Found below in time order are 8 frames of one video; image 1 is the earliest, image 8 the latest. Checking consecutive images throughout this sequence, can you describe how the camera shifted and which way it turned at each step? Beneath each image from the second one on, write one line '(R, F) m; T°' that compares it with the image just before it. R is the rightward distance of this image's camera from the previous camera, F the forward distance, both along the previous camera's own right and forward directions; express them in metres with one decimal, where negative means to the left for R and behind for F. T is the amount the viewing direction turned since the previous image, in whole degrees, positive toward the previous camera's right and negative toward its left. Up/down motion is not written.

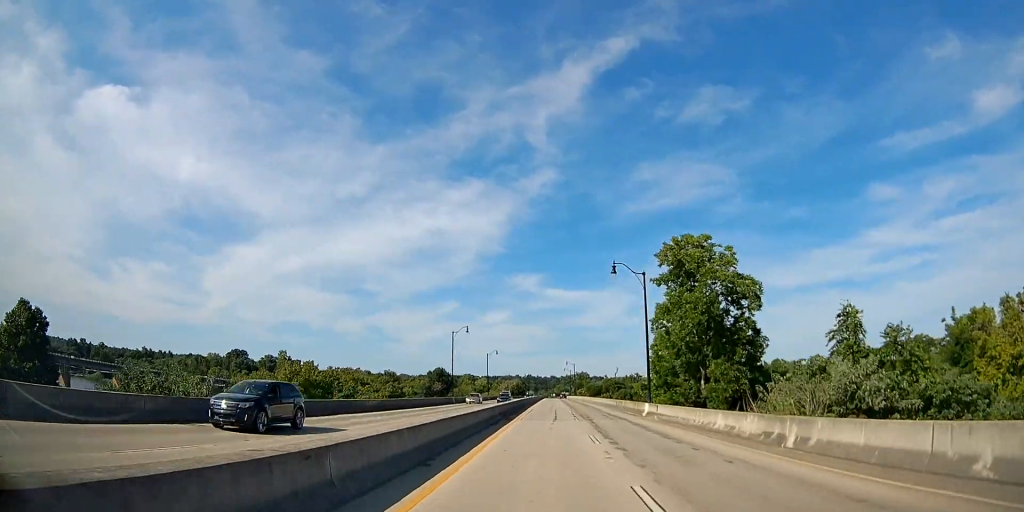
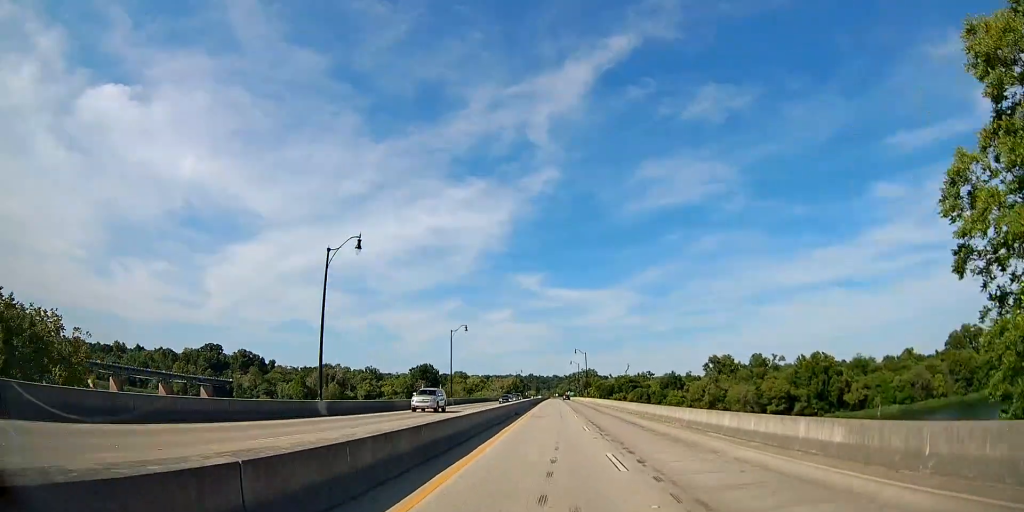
(+0.2, +42.2) m; 0°
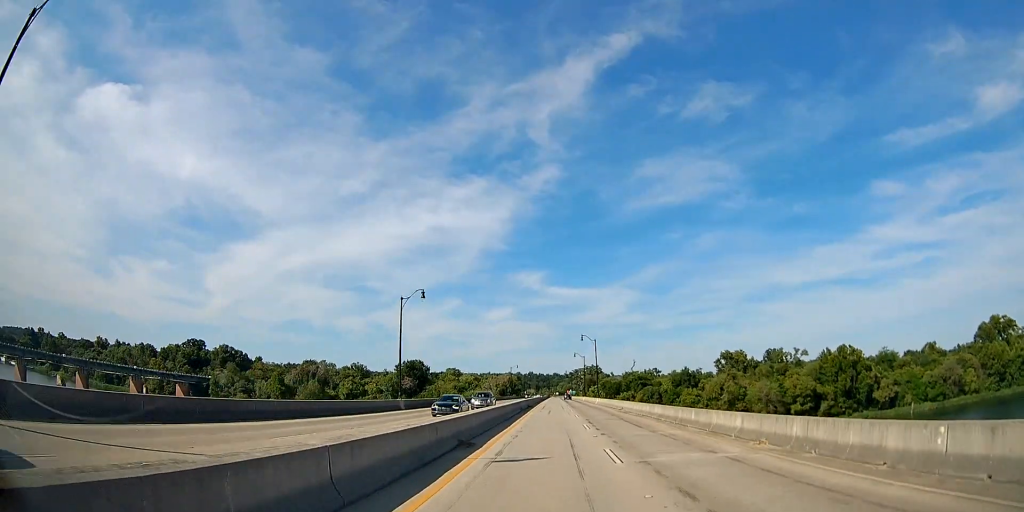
(-0.1, +23.7) m; 0°
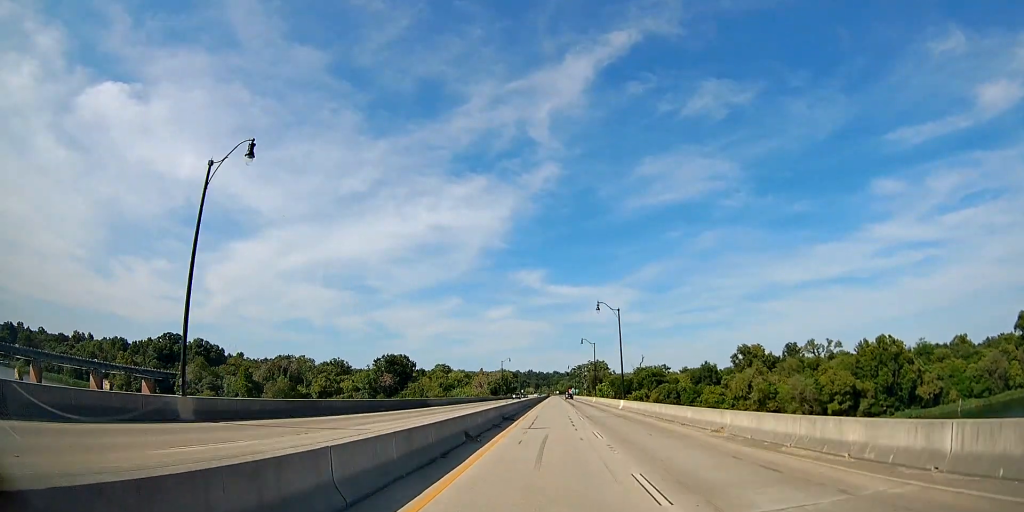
(-0.2, +29.2) m; 0°
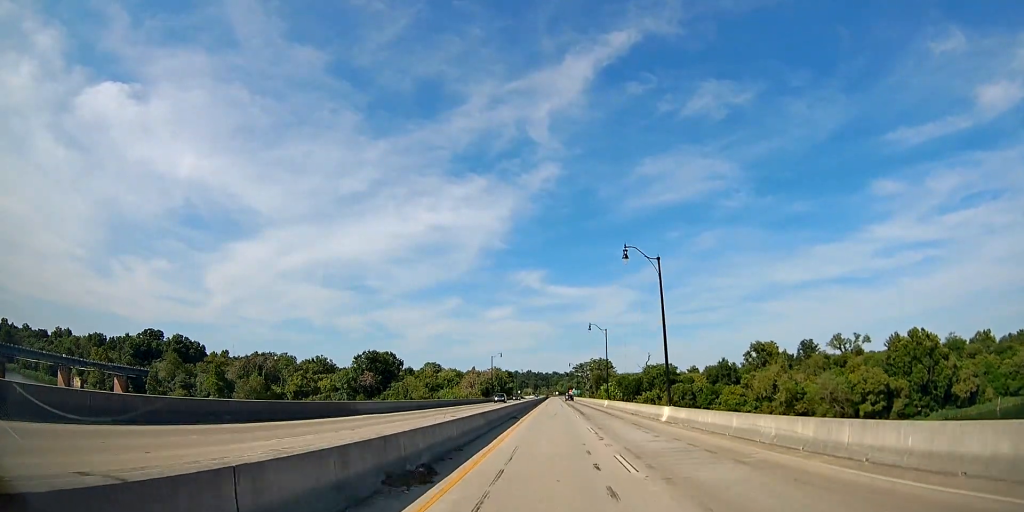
(-0.1, +20.6) m; 0°
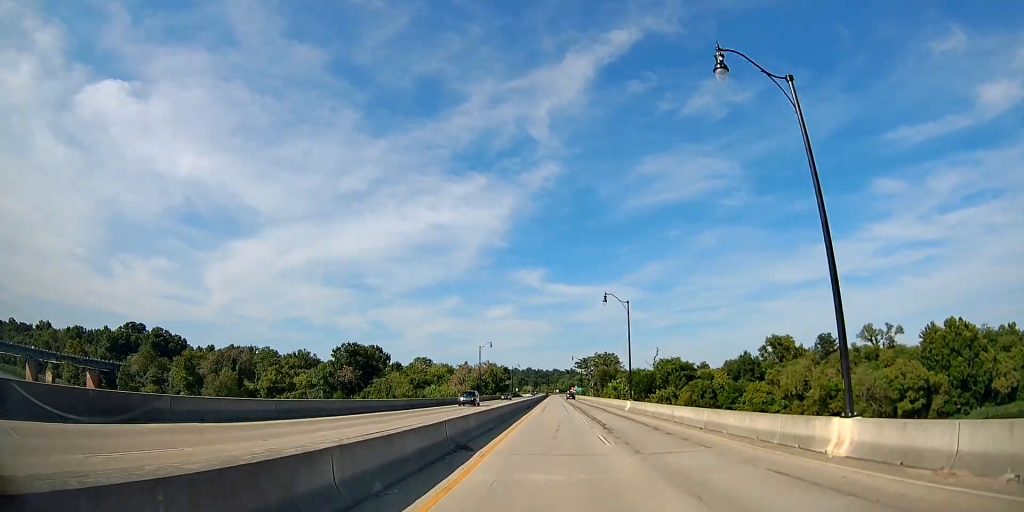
(0.0, +19.5) m; 0°
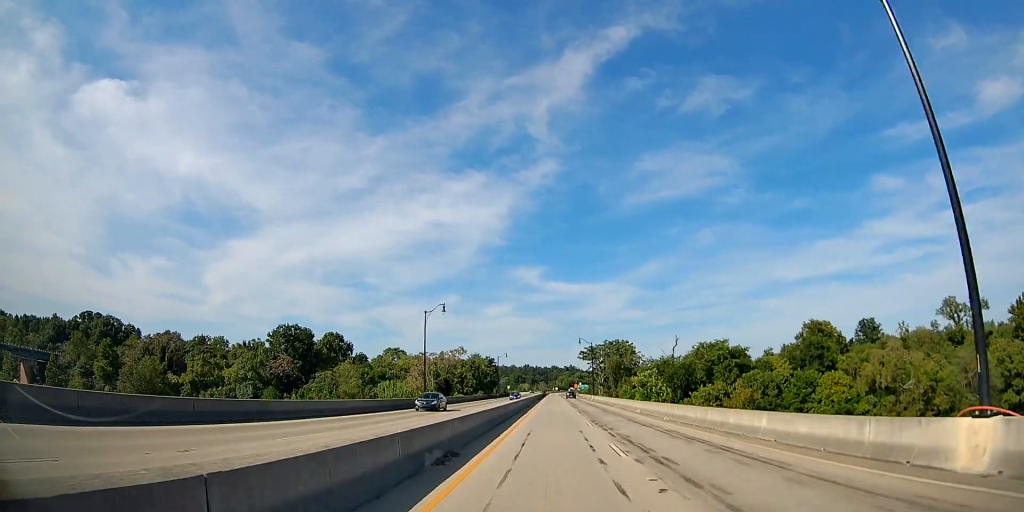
(+0.3, +40.2) m; +1°
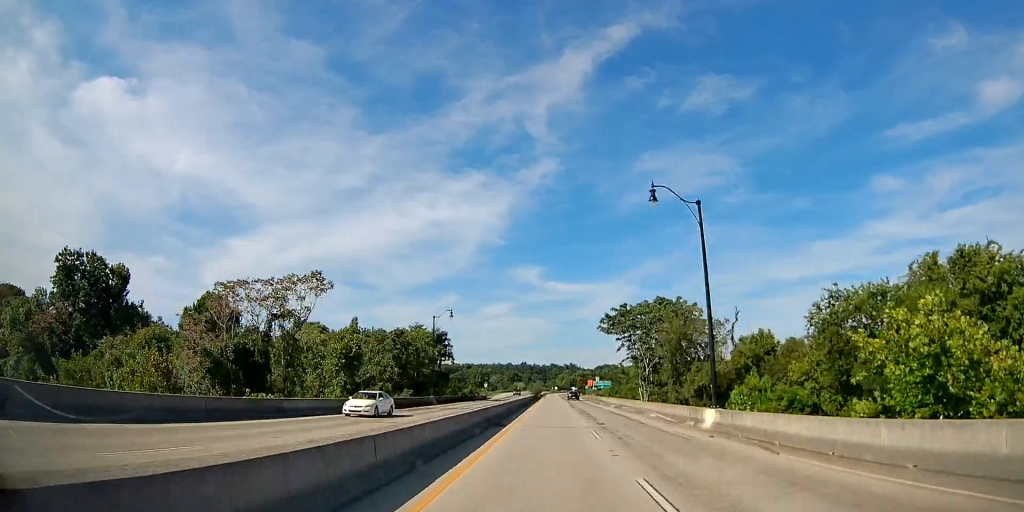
(-0.3, +68.0) m; -1°
